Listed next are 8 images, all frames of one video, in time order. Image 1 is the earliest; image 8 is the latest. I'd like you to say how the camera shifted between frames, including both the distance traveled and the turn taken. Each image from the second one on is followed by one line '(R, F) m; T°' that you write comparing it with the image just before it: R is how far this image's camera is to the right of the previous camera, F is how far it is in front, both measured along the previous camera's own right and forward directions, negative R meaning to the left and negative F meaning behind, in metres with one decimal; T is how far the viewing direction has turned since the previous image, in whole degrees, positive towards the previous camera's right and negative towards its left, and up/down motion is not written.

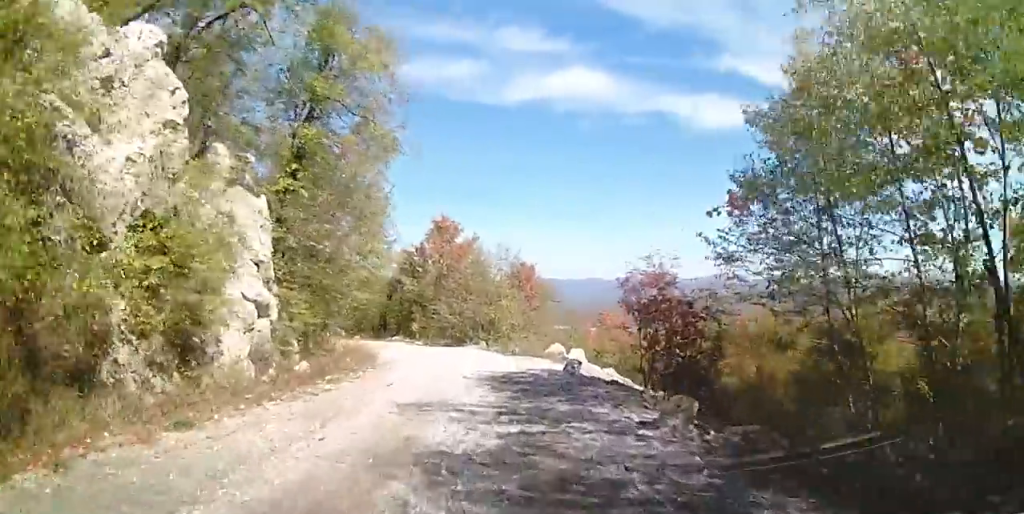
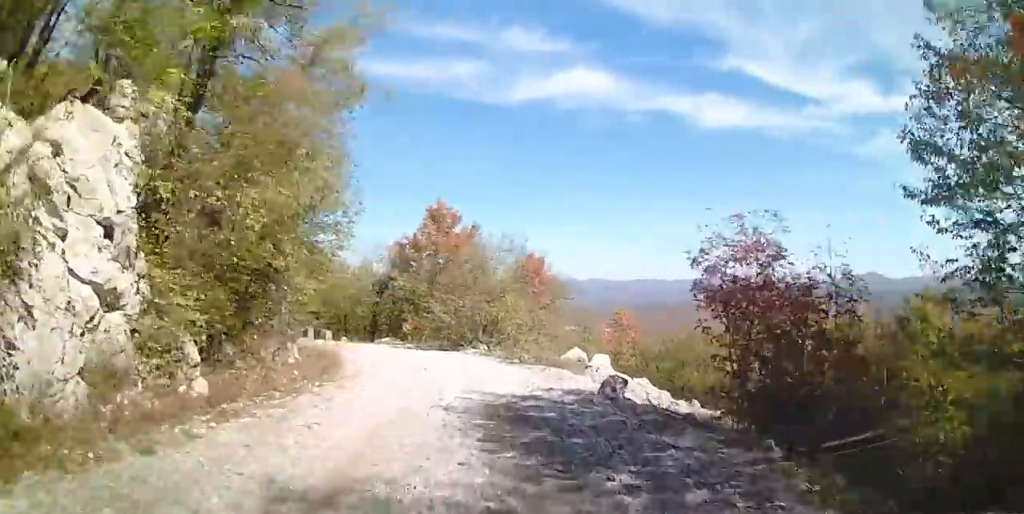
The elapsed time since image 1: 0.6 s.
(0.0, +5.0) m; -2°
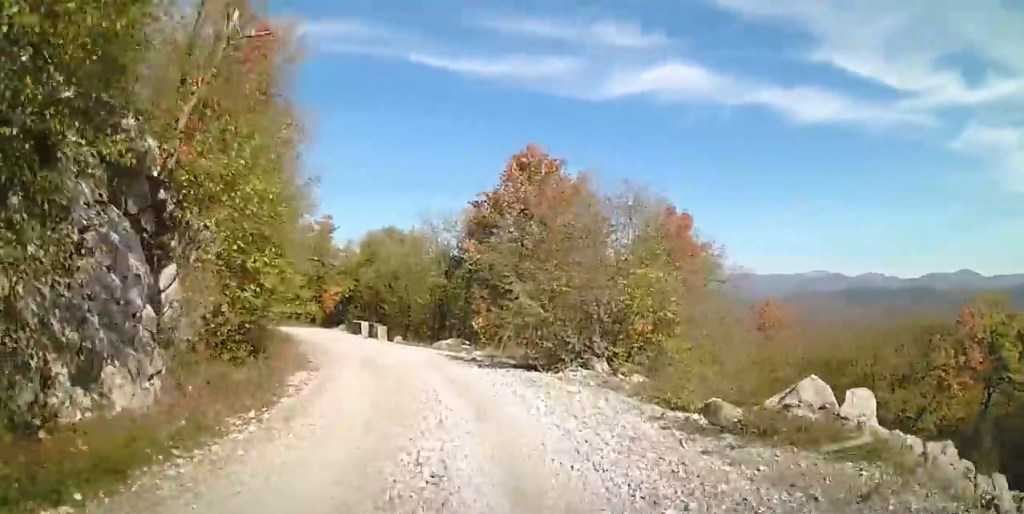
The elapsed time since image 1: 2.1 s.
(-0.8, +10.6) m; -10°
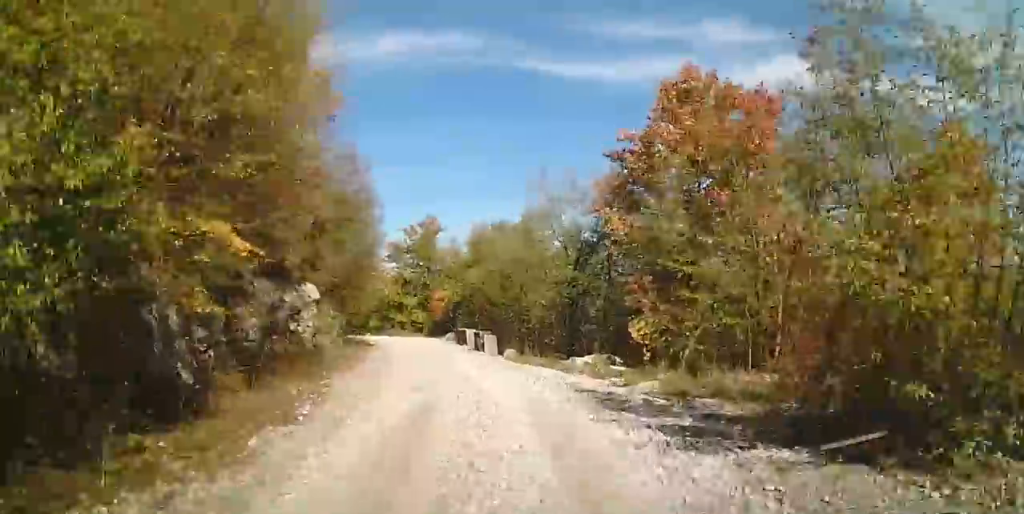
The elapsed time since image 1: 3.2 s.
(-0.9, +8.6) m; -13°
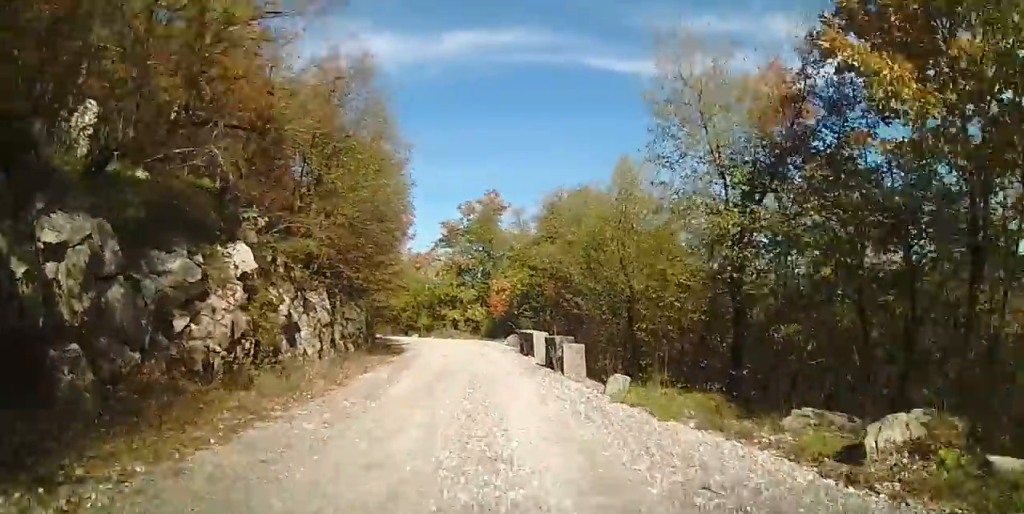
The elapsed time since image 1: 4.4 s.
(-1.3, +9.4) m; -12°
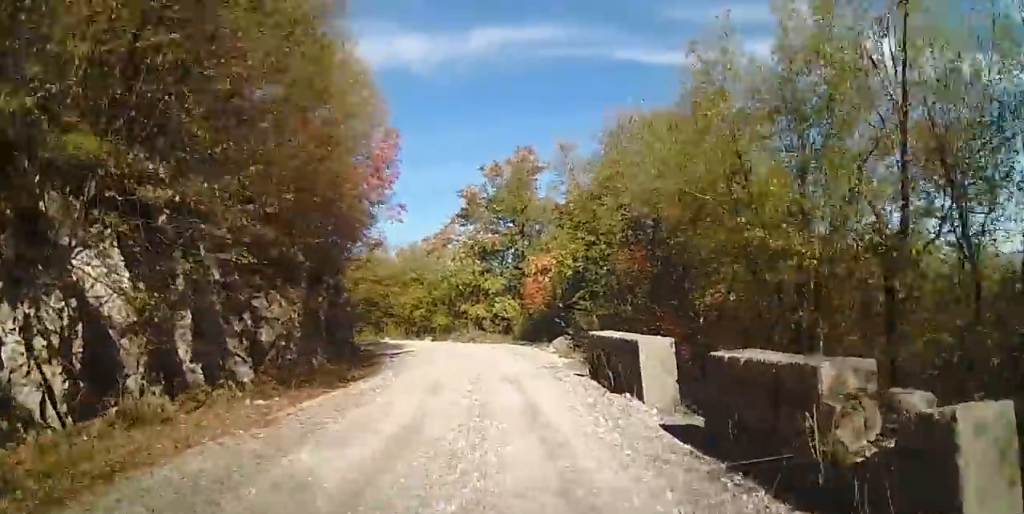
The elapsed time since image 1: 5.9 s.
(-0.6, +11.7) m; -3°
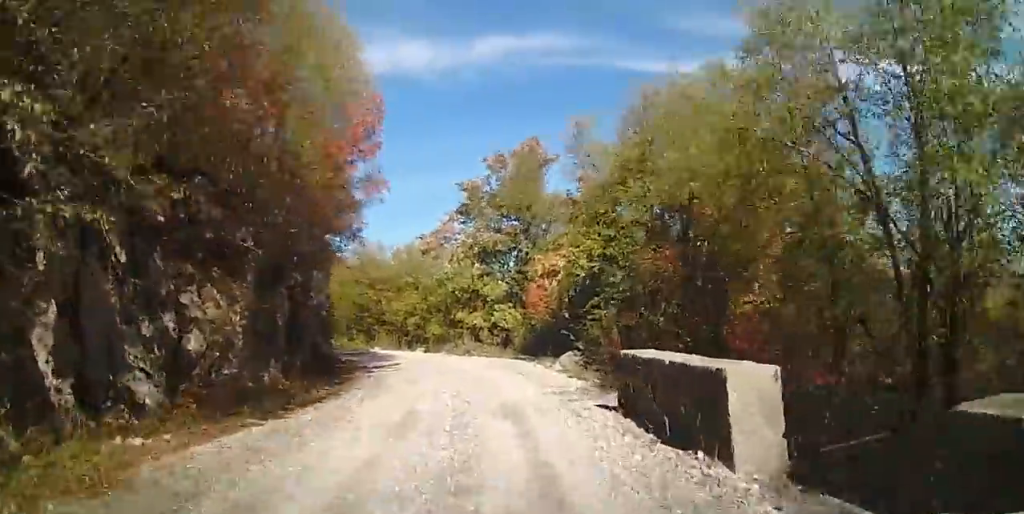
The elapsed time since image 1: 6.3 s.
(0.0, +3.2) m; 0°
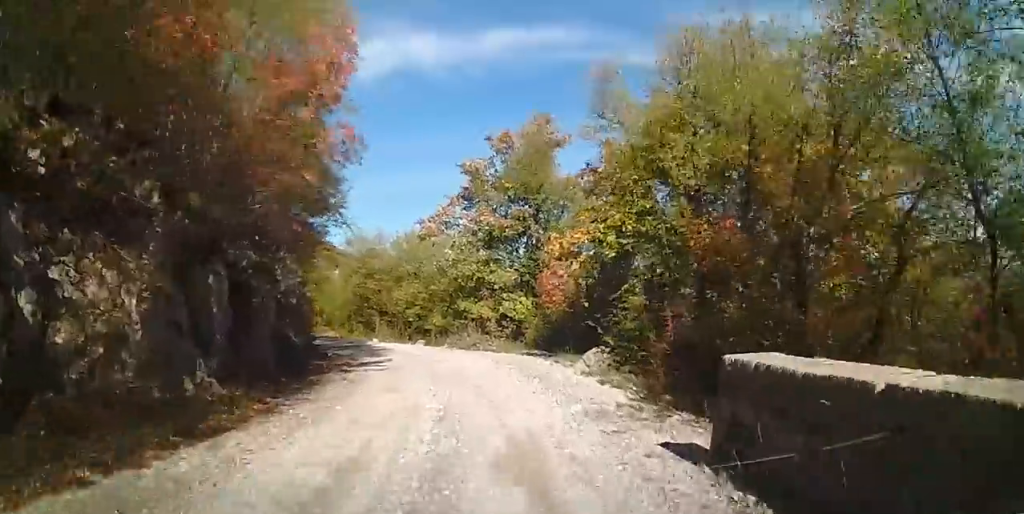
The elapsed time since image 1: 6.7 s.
(0.0, +3.7) m; 0°
